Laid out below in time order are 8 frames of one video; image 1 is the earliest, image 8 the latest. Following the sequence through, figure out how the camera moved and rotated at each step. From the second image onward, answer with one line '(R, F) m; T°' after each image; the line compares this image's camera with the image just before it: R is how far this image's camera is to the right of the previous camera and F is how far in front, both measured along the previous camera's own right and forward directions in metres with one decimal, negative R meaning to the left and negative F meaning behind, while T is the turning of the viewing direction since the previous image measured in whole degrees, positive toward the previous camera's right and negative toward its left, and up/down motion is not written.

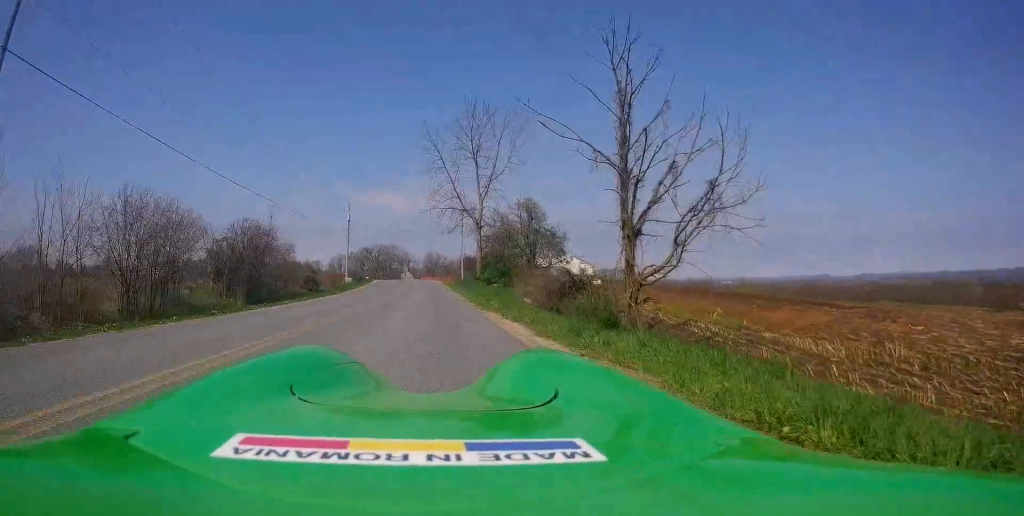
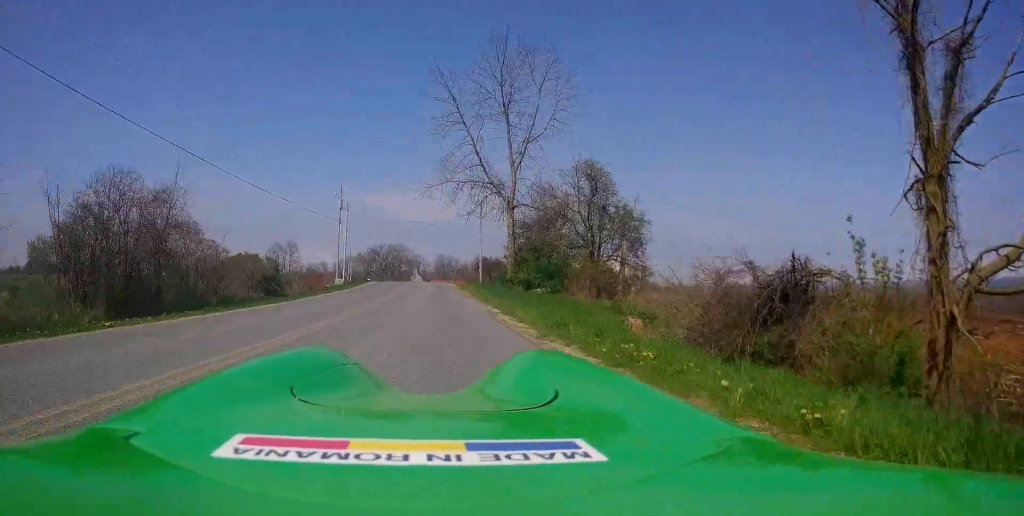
(+0.1, +14.4) m; +1°
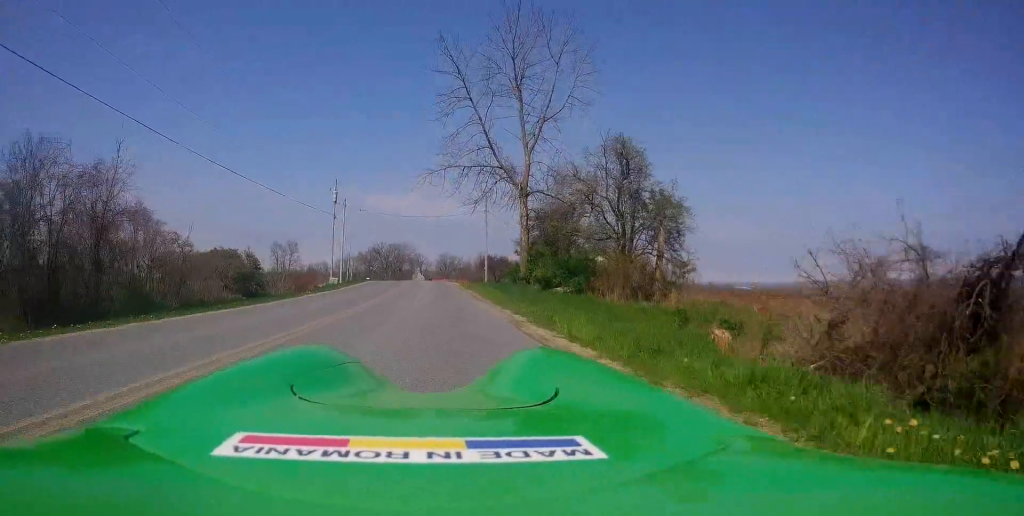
(+0.1, +4.6) m; 0°
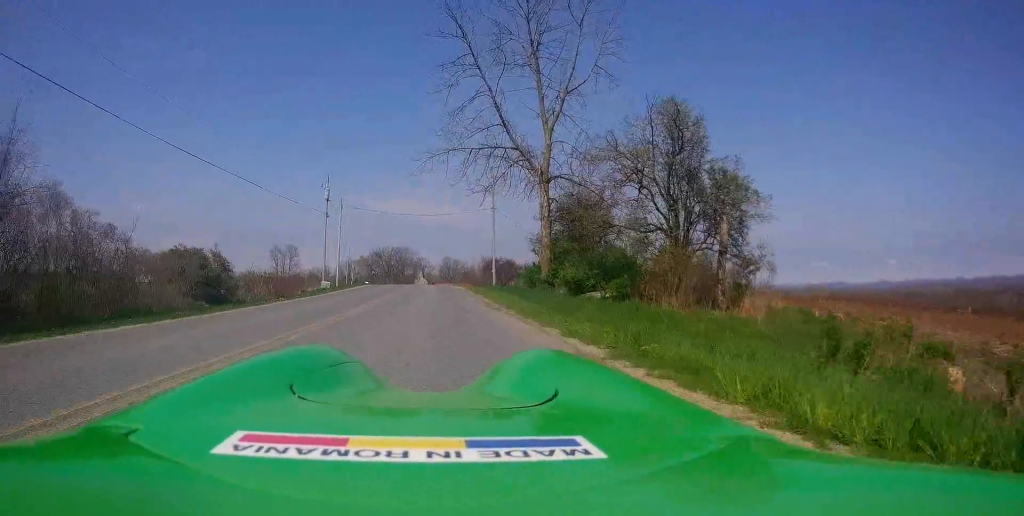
(-0.1, +5.3) m; 0°
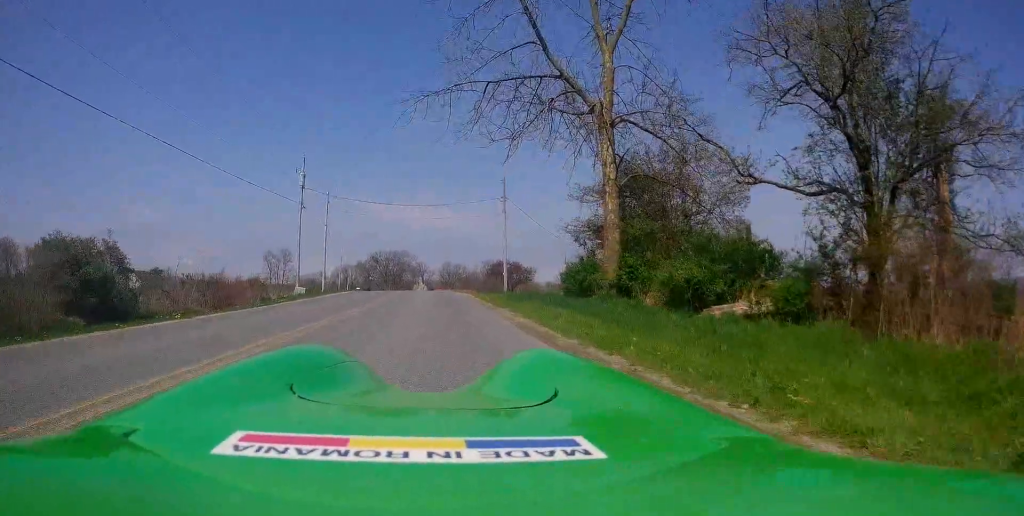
(0.0, +9.7) m; +1°
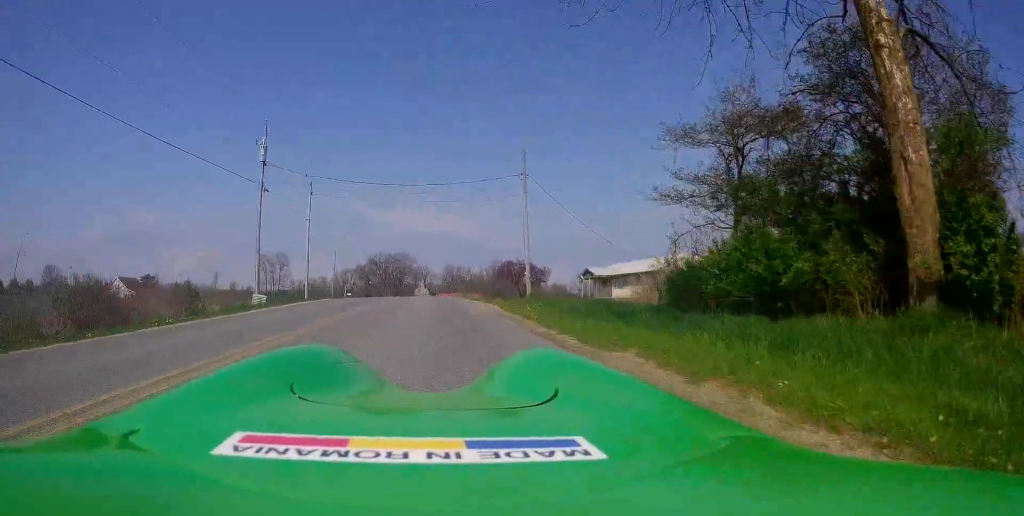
(+0.1, +10.5) m; -1°
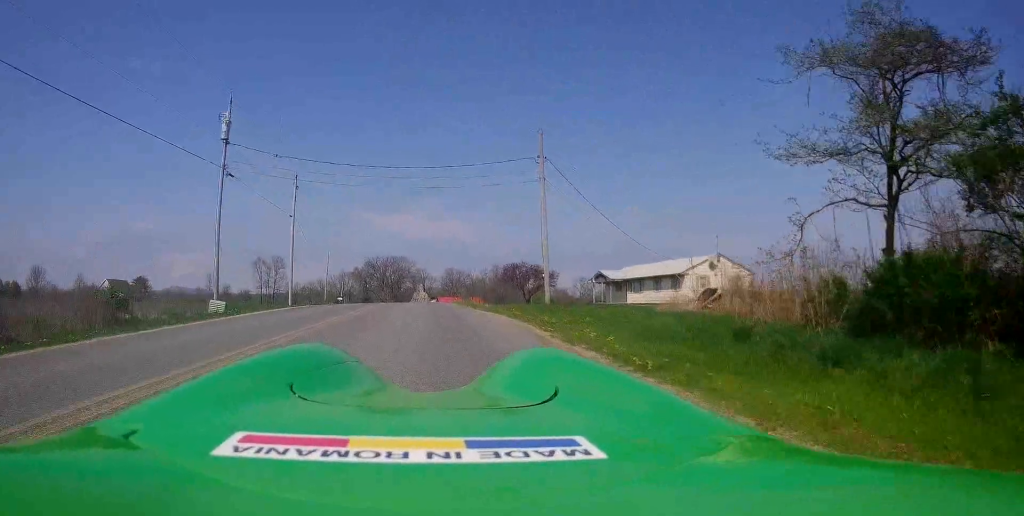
(0.0, +6.3) m; -2°
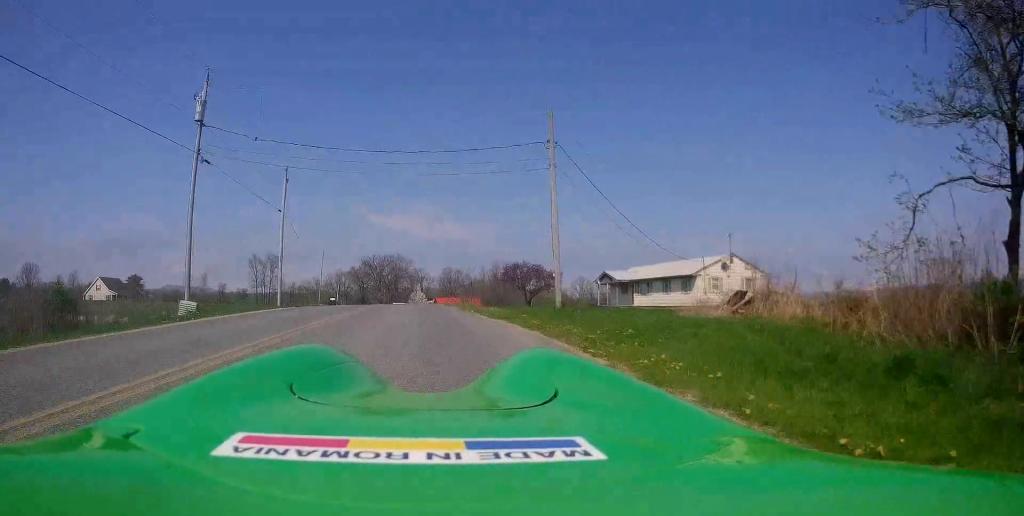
(-0.1, +3.3) m; +1°
